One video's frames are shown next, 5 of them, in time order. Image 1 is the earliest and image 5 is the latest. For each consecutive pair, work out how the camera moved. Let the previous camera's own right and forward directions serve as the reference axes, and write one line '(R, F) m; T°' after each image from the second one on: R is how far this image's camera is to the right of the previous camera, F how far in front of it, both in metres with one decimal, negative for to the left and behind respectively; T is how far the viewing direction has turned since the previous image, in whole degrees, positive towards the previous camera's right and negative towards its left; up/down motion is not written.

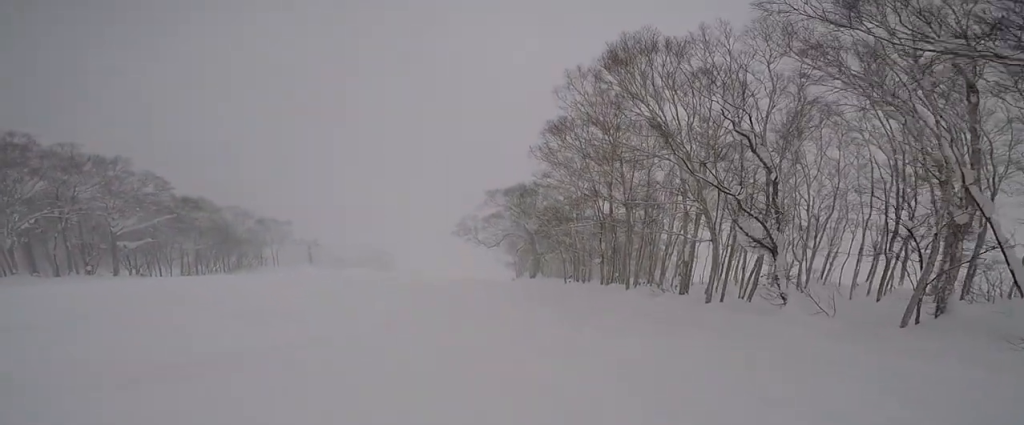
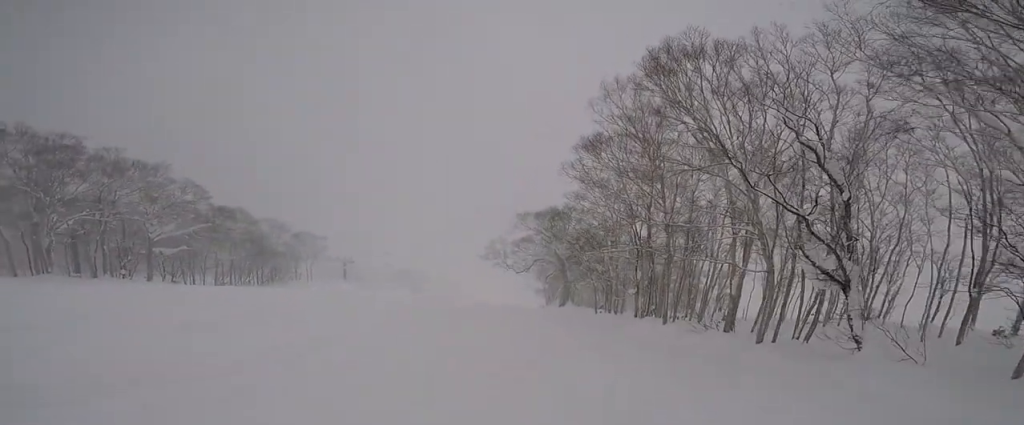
(-0.5, +1.8) m; -11°
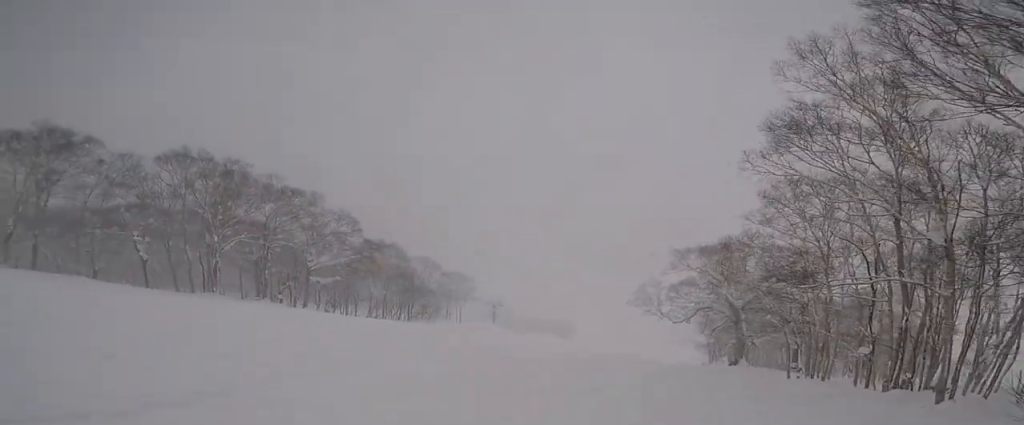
(-0.7, +5.9) m; -14°
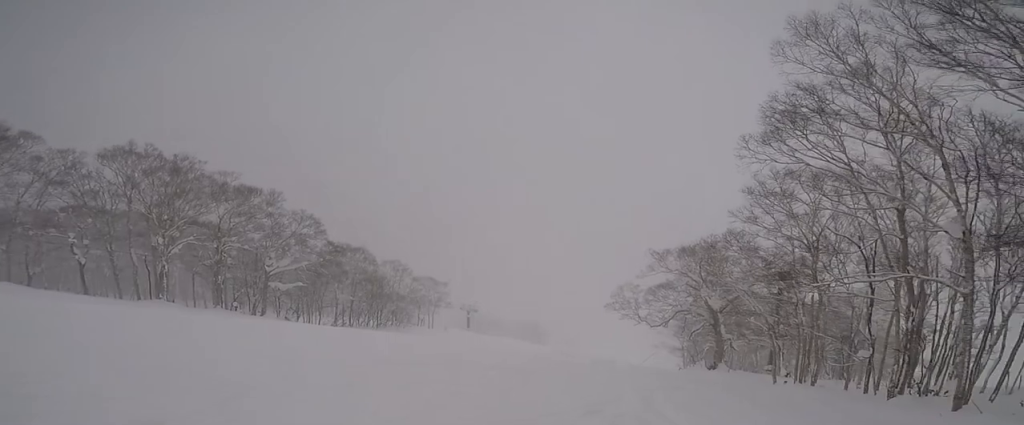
(0.0, +1.8) m; -8°
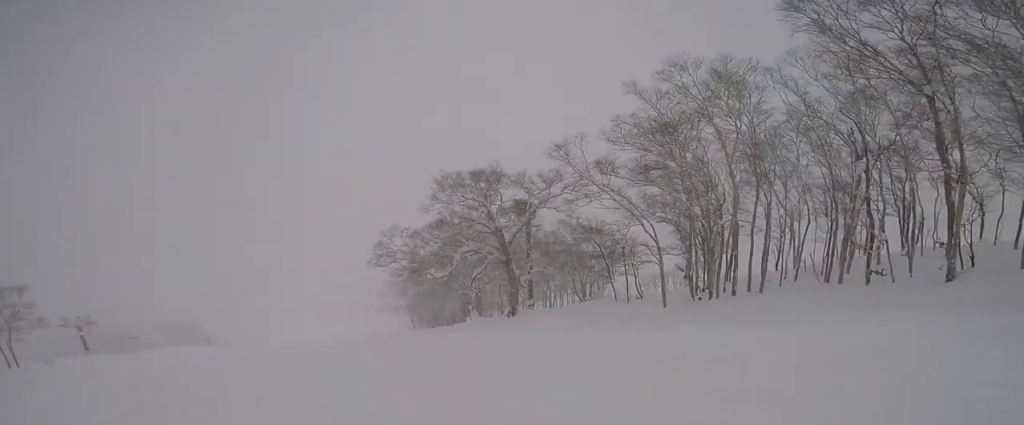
(+1.3, +15.5) m; +42°
